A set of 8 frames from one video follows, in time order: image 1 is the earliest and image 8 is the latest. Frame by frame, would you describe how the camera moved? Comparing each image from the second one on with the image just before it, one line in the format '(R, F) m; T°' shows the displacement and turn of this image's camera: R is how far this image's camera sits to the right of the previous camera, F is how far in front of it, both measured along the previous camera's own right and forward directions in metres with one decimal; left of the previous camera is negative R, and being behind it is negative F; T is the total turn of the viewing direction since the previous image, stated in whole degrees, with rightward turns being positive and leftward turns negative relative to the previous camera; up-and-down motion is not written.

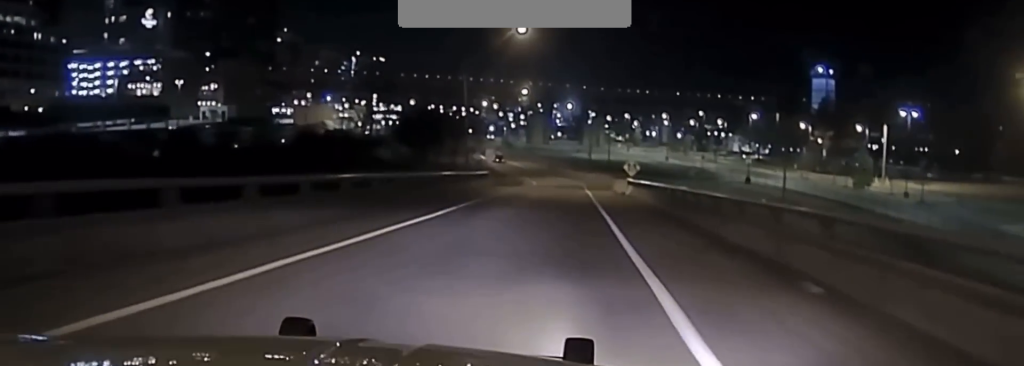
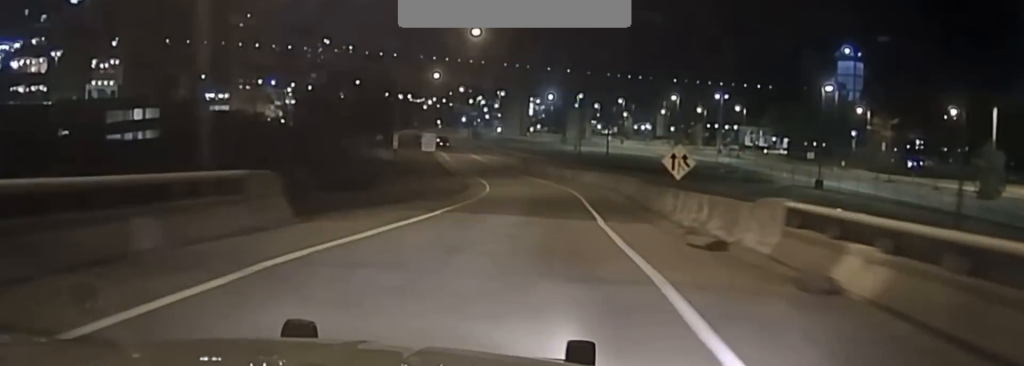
(+1.2, +45.3) m; +2°
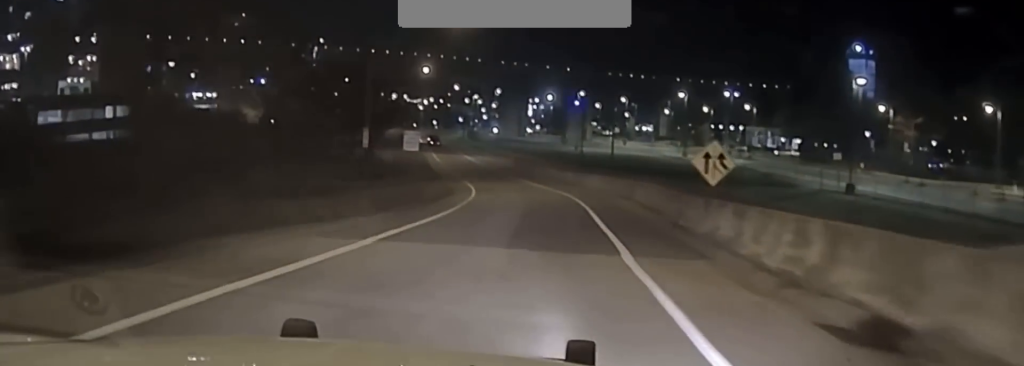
(0.0, +10.1) m; 0°
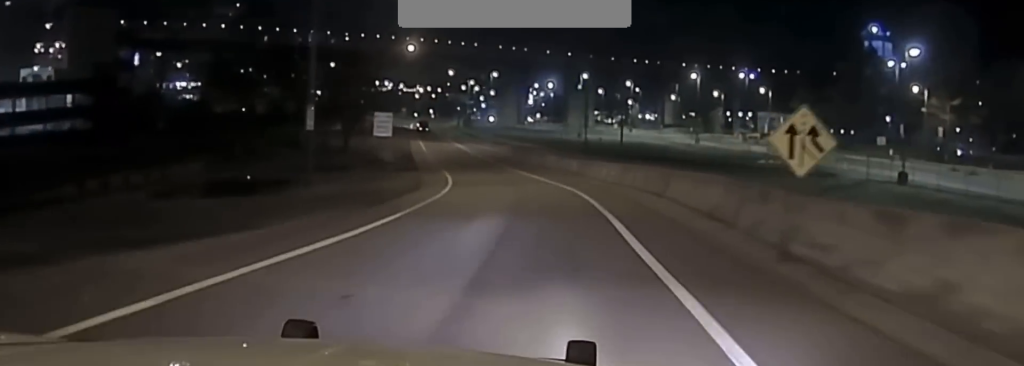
(-0.1, +11.4) m; 0°
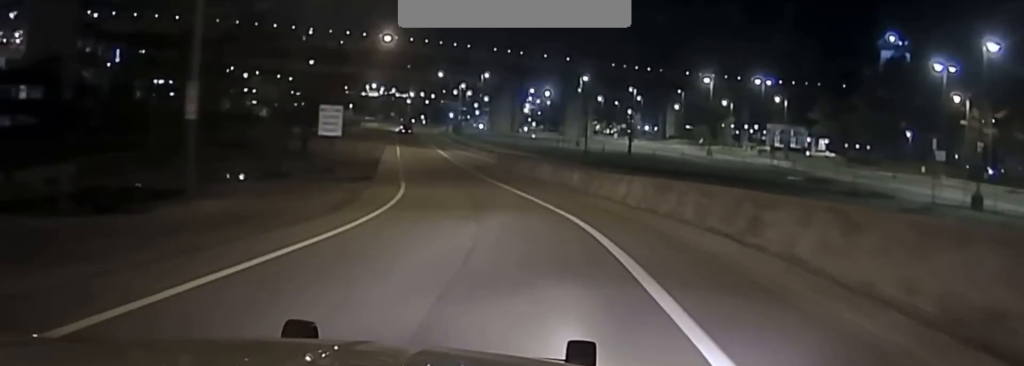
(0.0, +12.0) m; 0°
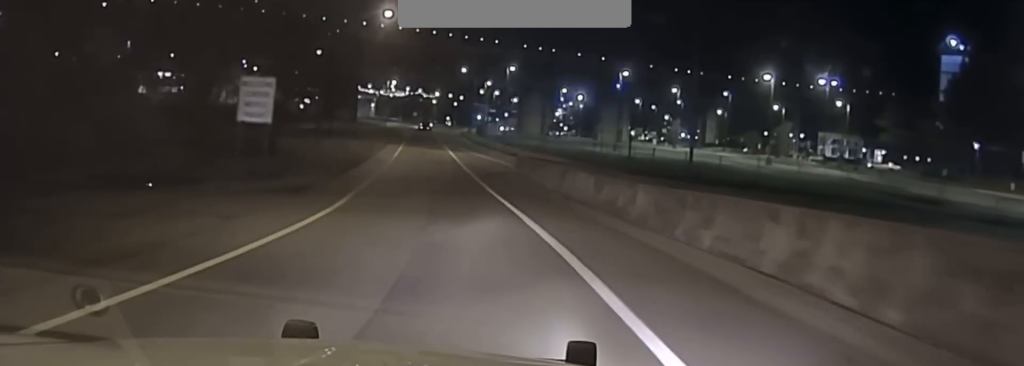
(-0.1, +14.2) m; -2°
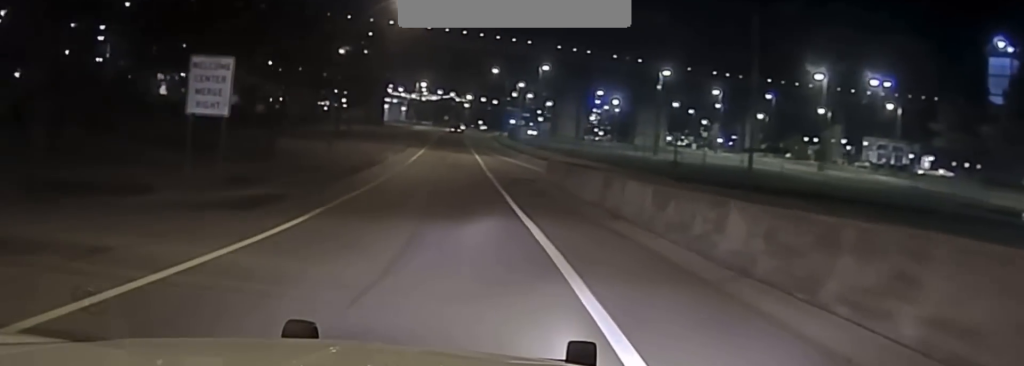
(-0.1, +6.7) m; -4°
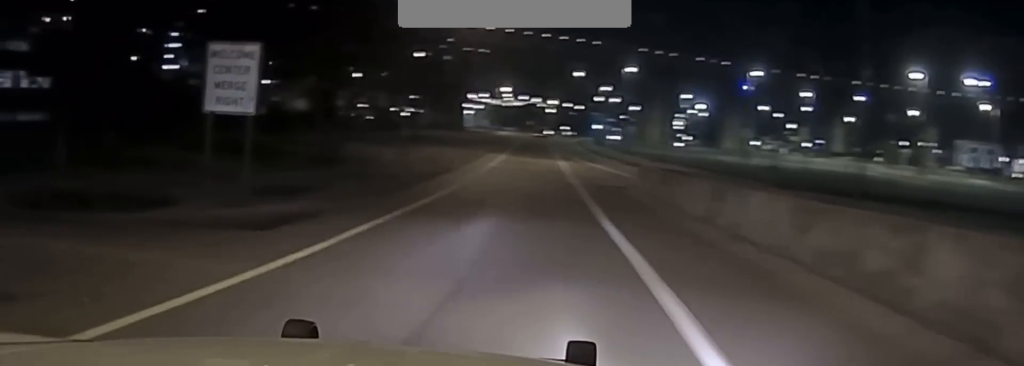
(0.0, +4.6) m; -6°
